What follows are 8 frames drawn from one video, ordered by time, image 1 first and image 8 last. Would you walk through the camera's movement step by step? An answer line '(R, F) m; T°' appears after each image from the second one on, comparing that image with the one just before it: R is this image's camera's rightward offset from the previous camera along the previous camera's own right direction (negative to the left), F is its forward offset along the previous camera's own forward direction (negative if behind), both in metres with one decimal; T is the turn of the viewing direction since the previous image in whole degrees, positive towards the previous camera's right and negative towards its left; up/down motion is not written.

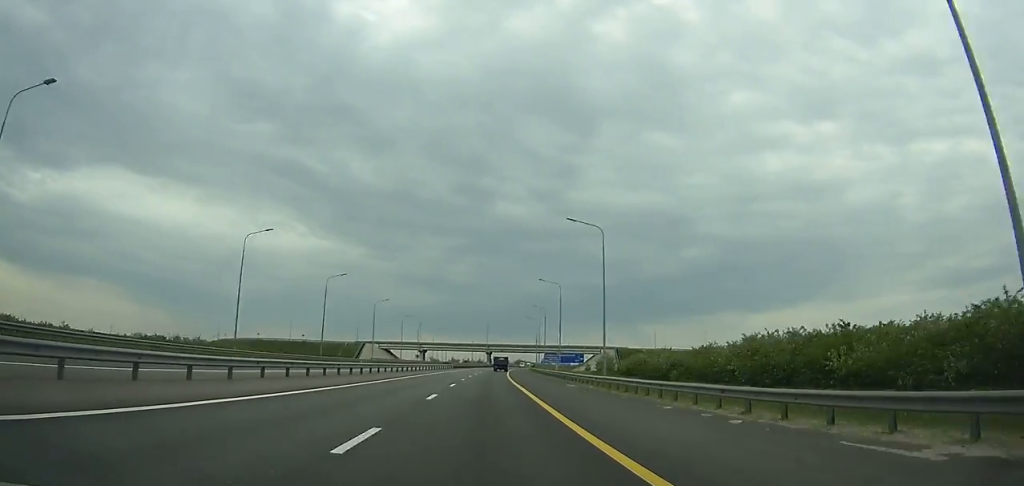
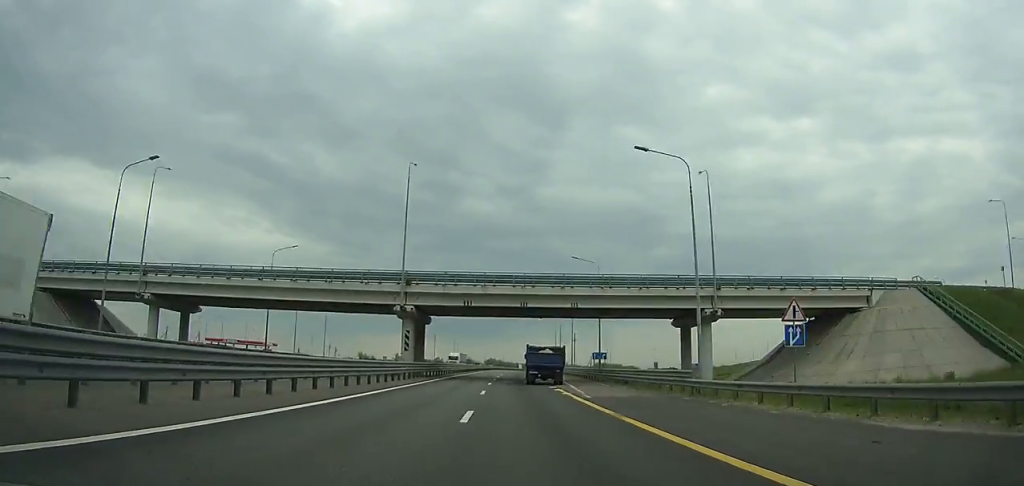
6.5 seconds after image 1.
(+5.4, +162.0) m; +4°
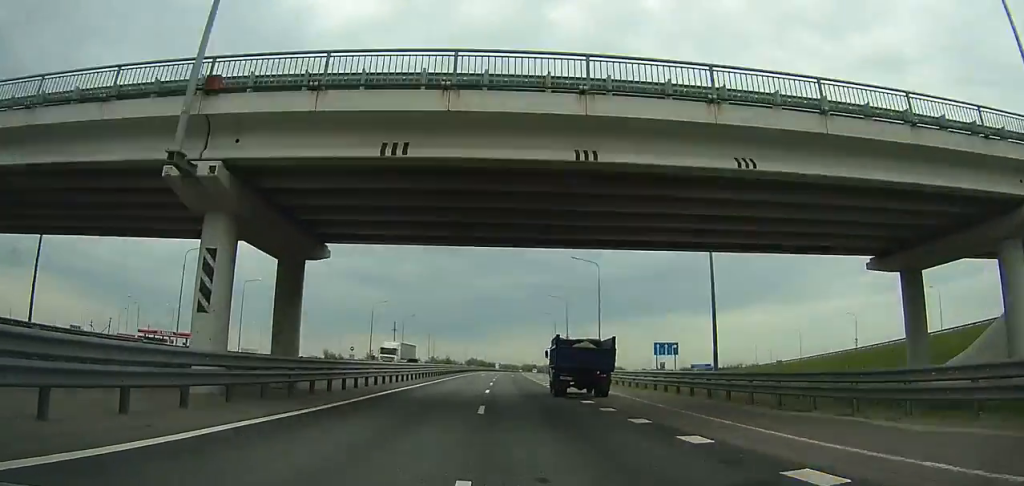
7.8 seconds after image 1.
(+0.1, +32.2) m; +1°
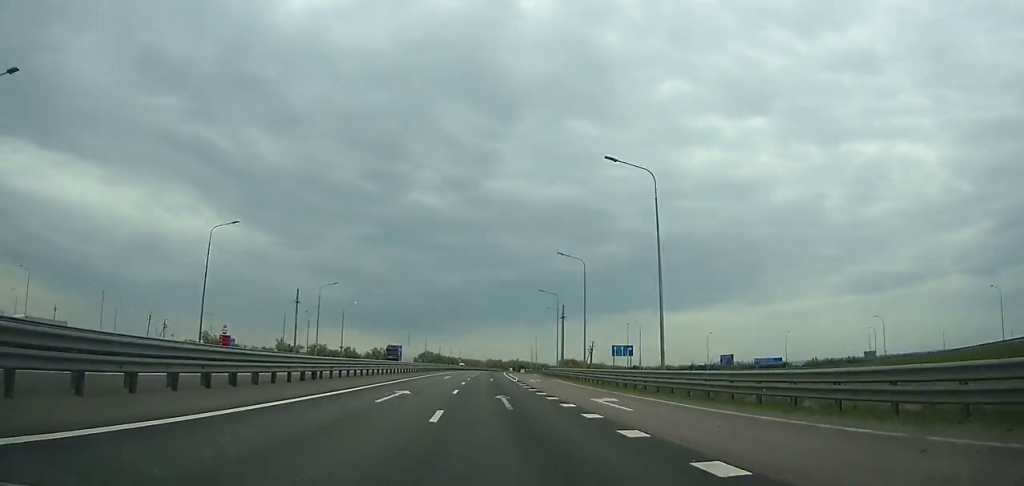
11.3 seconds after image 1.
(+2.8, +86.5) m; +3°
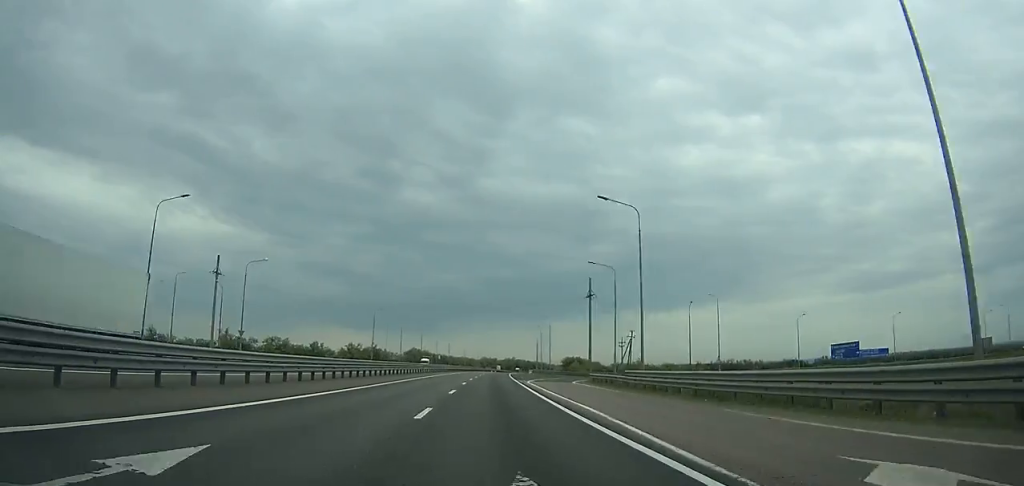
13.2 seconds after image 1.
(+0.6, +47.1) m; +1°
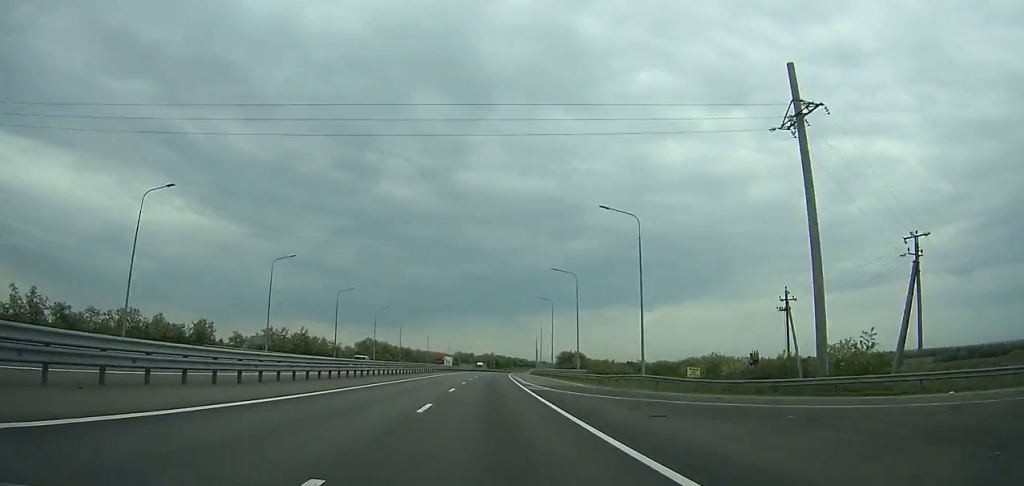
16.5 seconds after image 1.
(+1.5, +82.6) m; +2°
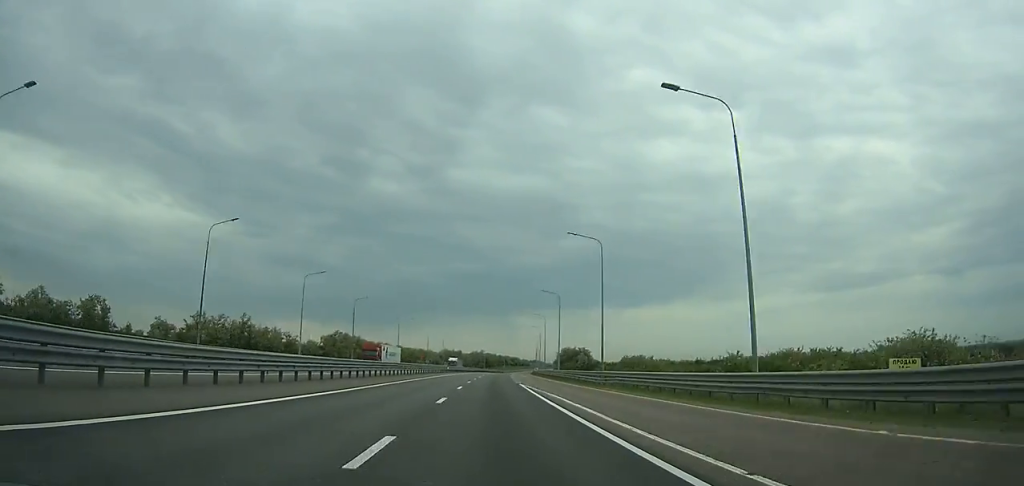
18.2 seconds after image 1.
(+0.6, +43.3) m; +1°
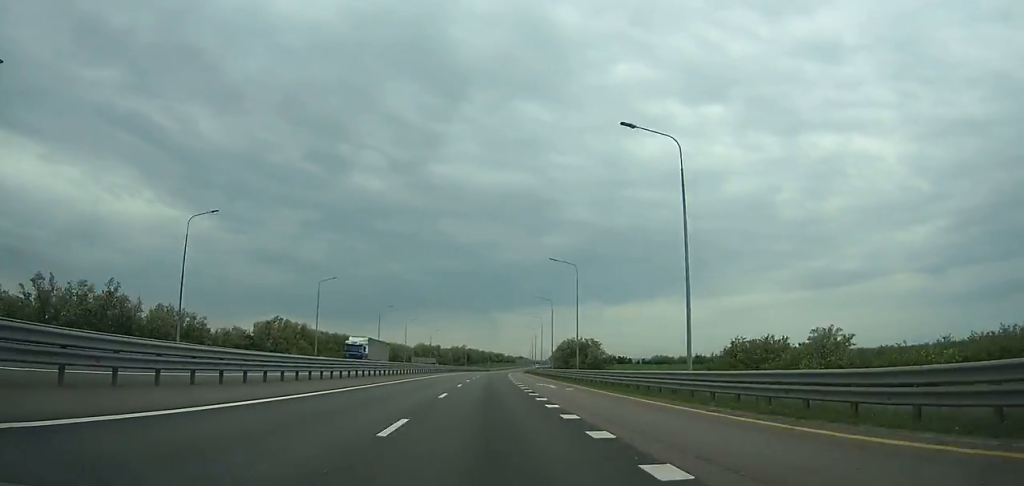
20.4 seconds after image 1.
(+0.7, +56.6) m; +1°
